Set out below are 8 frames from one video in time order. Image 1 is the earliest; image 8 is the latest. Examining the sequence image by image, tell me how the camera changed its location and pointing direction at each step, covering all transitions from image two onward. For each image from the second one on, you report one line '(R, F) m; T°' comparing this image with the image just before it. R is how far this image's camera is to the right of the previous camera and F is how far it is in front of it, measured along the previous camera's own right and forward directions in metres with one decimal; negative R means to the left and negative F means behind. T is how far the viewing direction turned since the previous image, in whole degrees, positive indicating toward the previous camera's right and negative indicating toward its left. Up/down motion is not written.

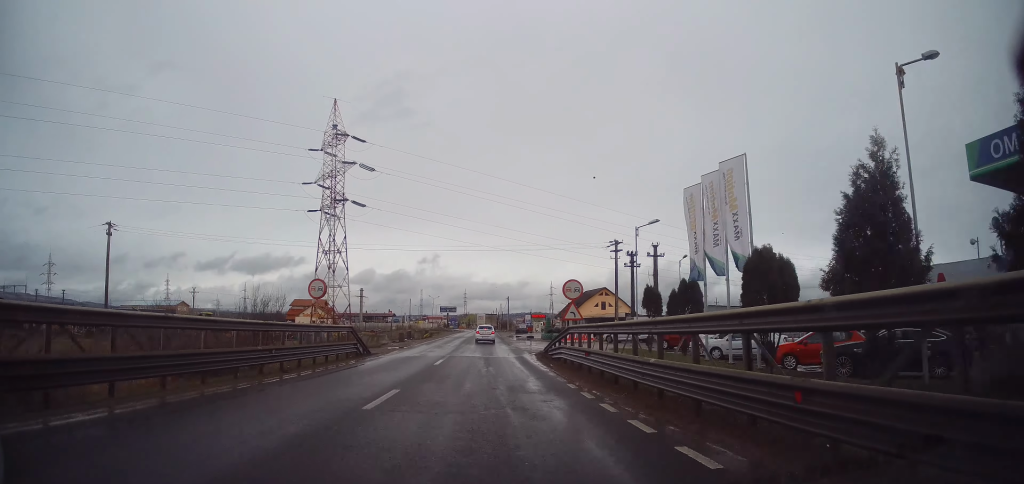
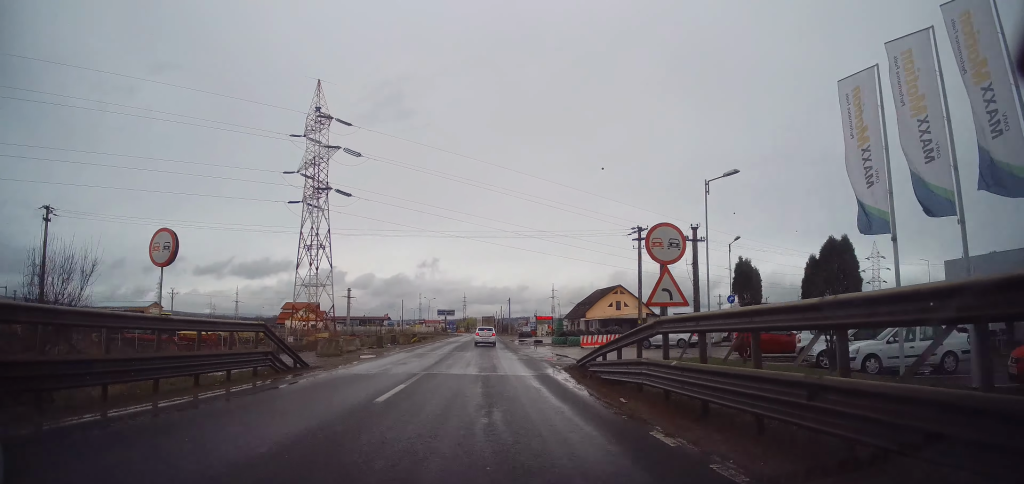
(+0.1, +10.6) m; 0°
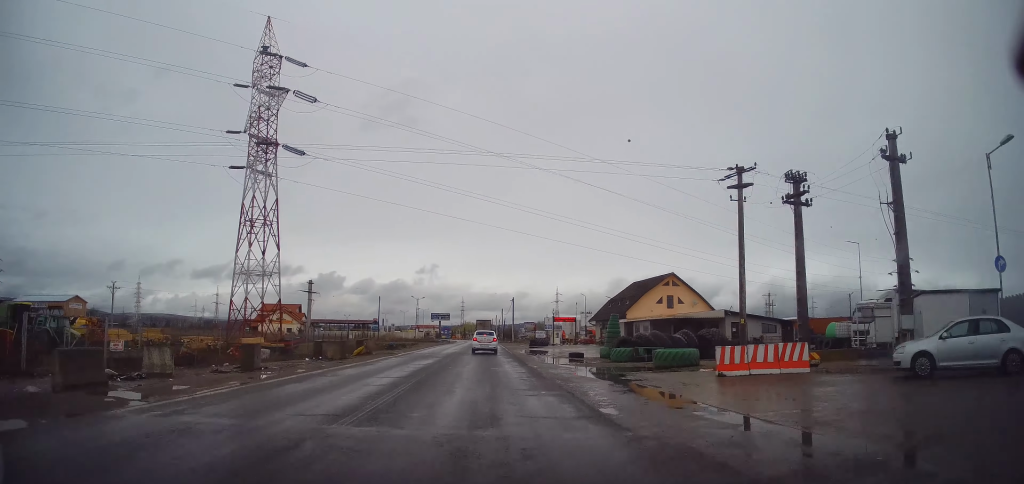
(0.0, +24.5) m; +1°
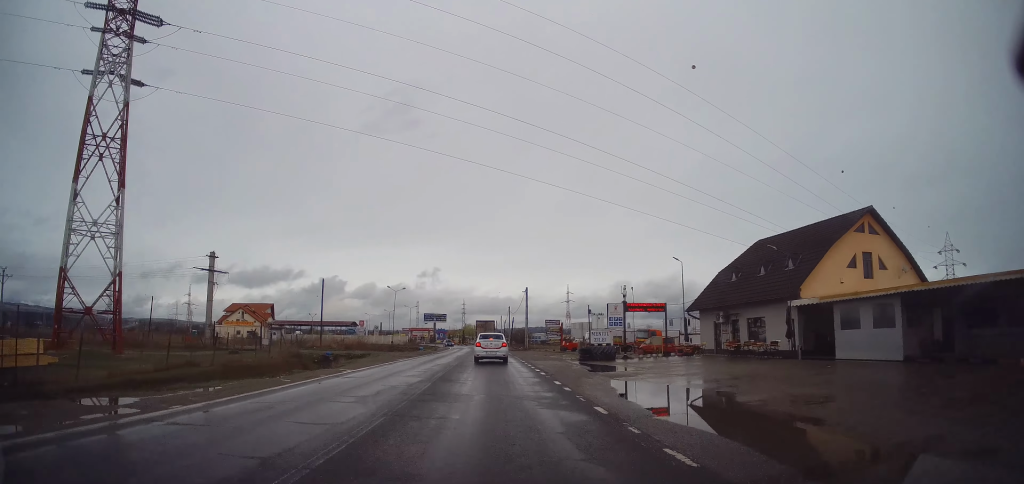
(-0.5, +33.4) m; -2°
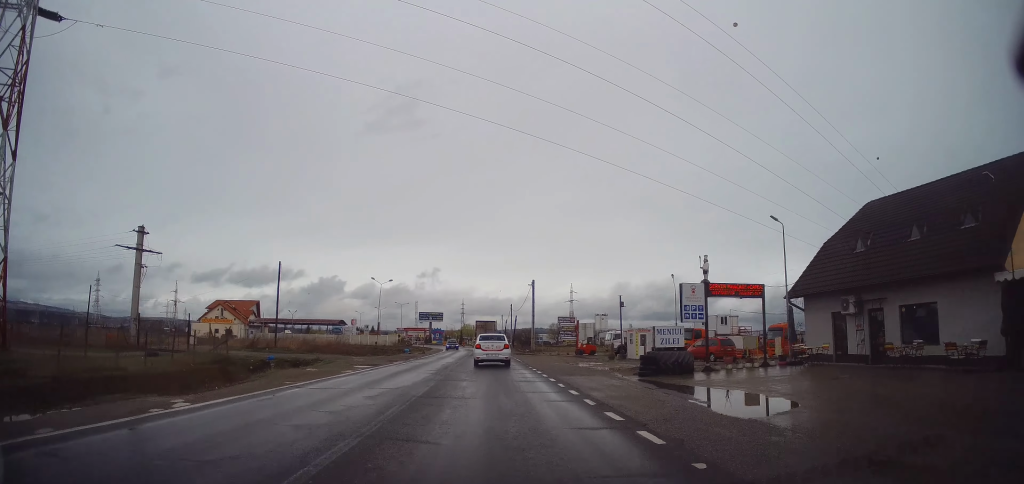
(+0.4, +12.6) m; +2°
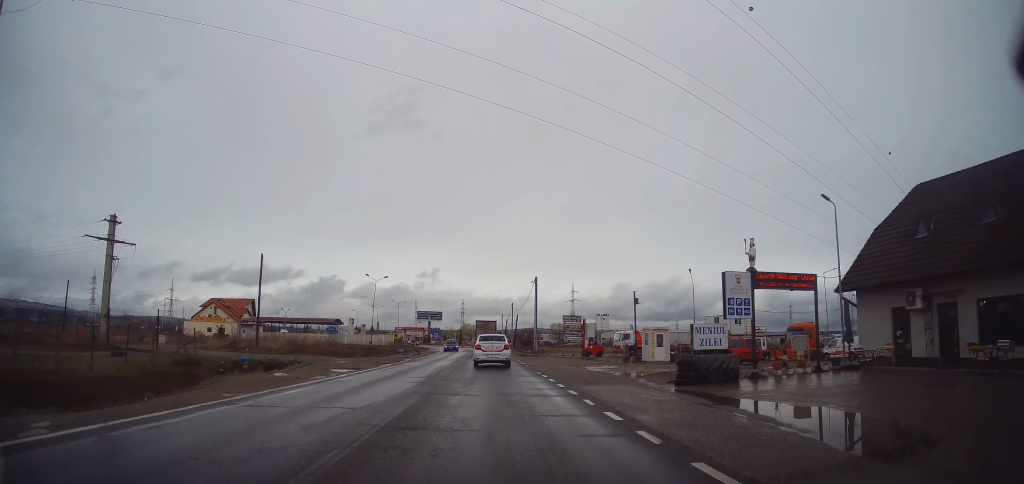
(0.0, +4.1) m; 0°
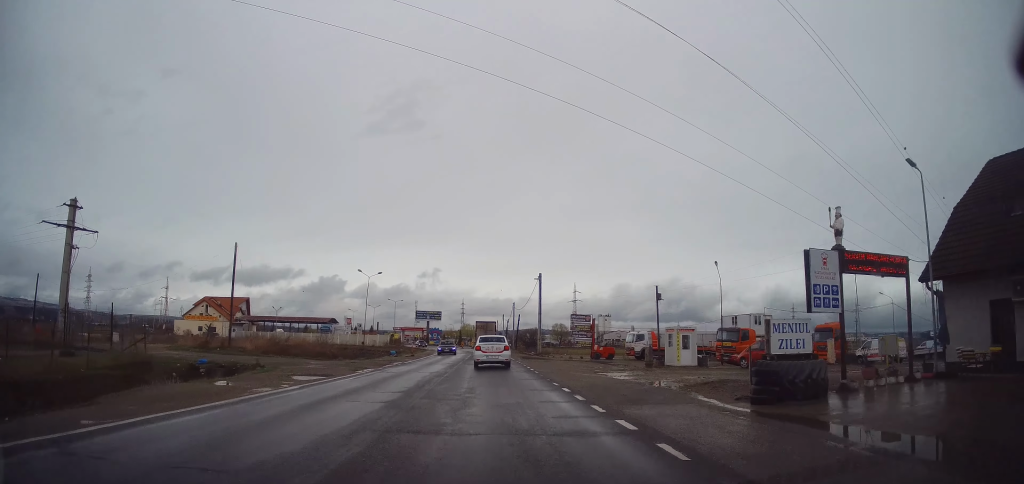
(0.0, +5.1) m; -1°
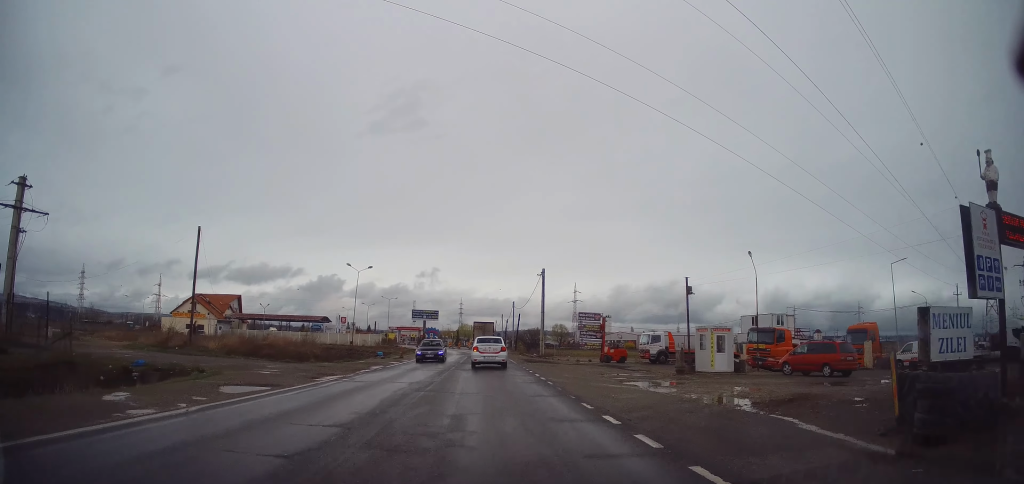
(0.0, +5.8) m; -1°
